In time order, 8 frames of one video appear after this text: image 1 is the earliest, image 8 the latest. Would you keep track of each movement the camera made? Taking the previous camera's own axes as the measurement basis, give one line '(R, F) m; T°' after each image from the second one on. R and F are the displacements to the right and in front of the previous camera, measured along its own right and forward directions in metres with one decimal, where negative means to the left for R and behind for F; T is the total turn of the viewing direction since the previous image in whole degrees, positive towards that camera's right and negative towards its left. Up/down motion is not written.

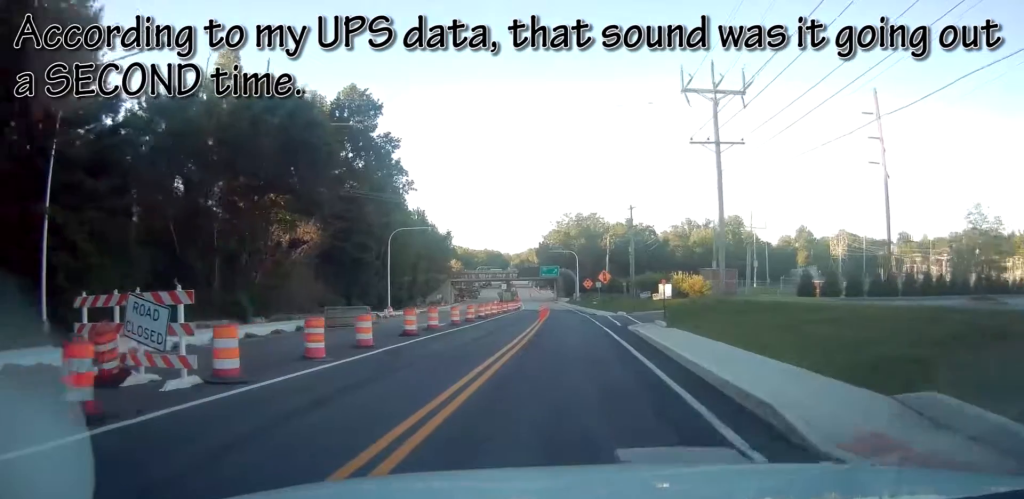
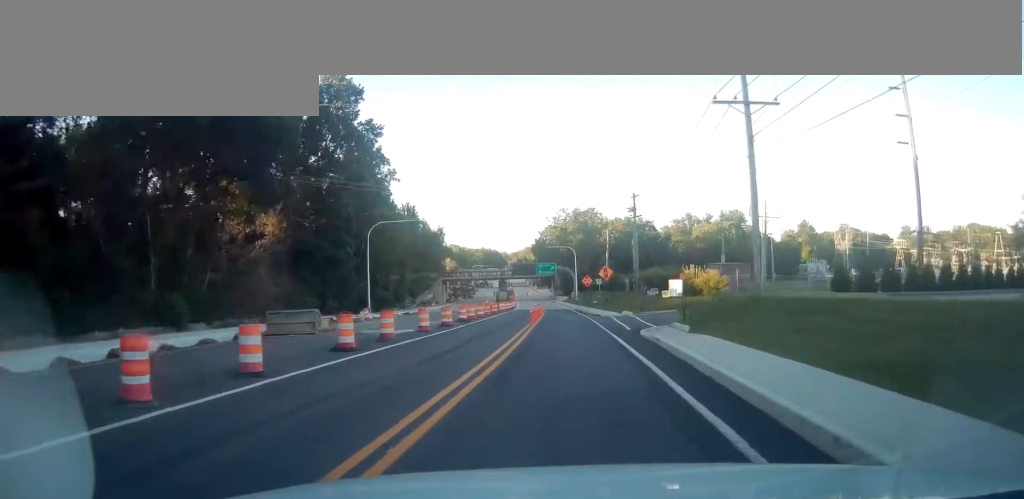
(0.0, +5.9) m; +1°
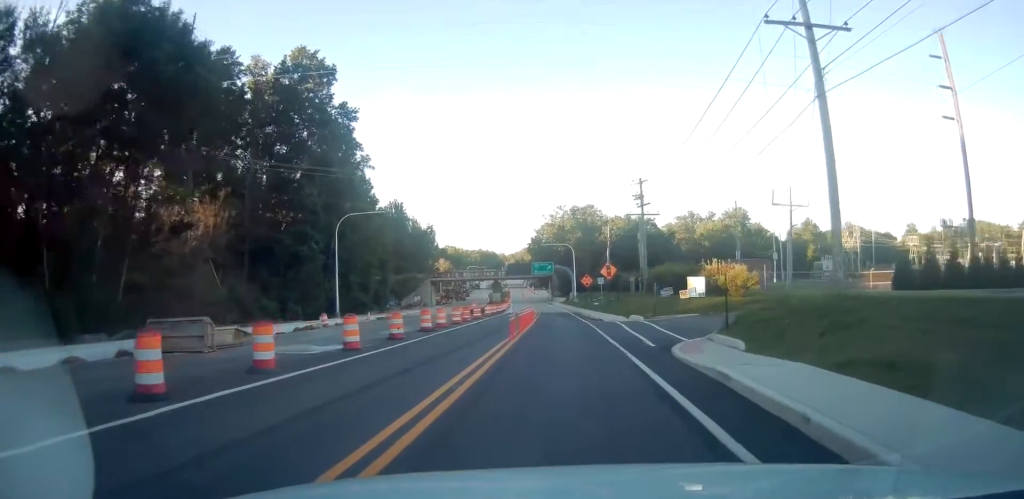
(-0.1, +7.4) m; +1°
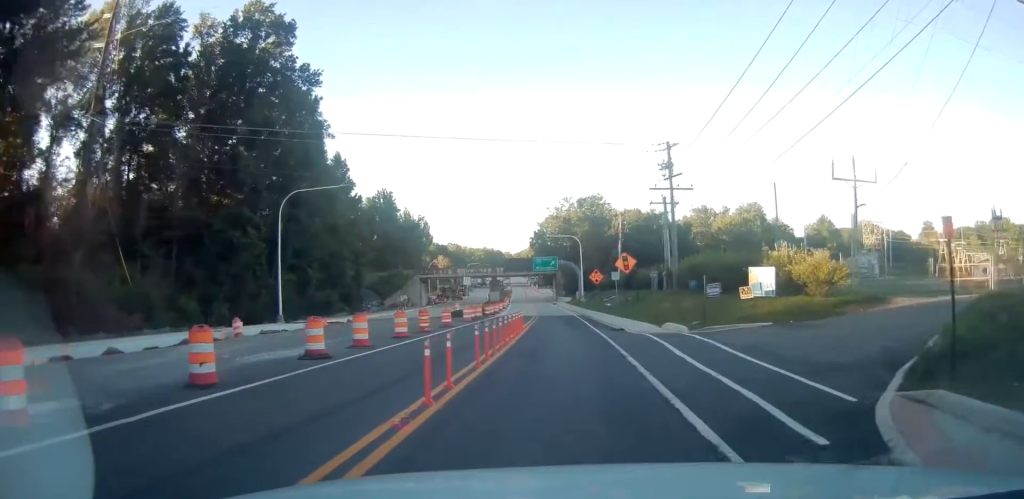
(+0.2, +11.9) m; 0°
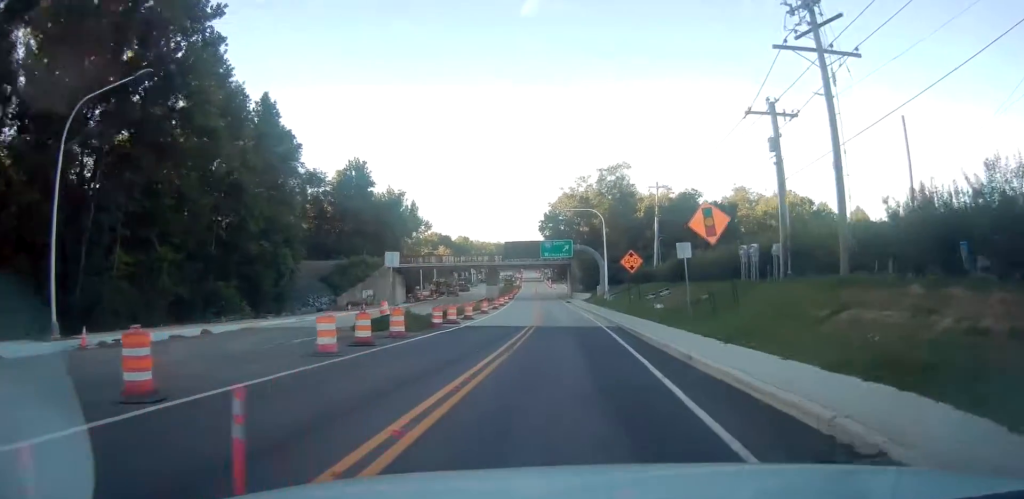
(-0.5, +22.6) m; -2°
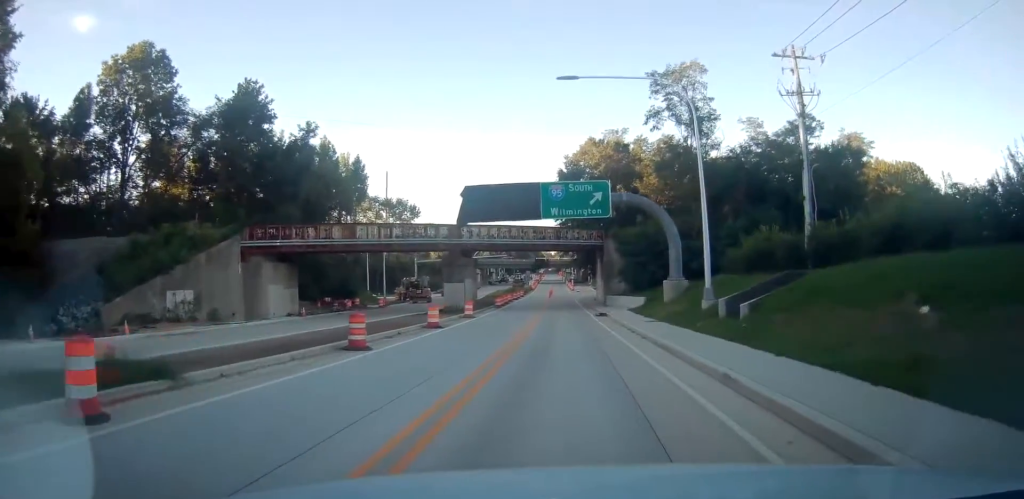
(-0.6, +37.6) m; -2°
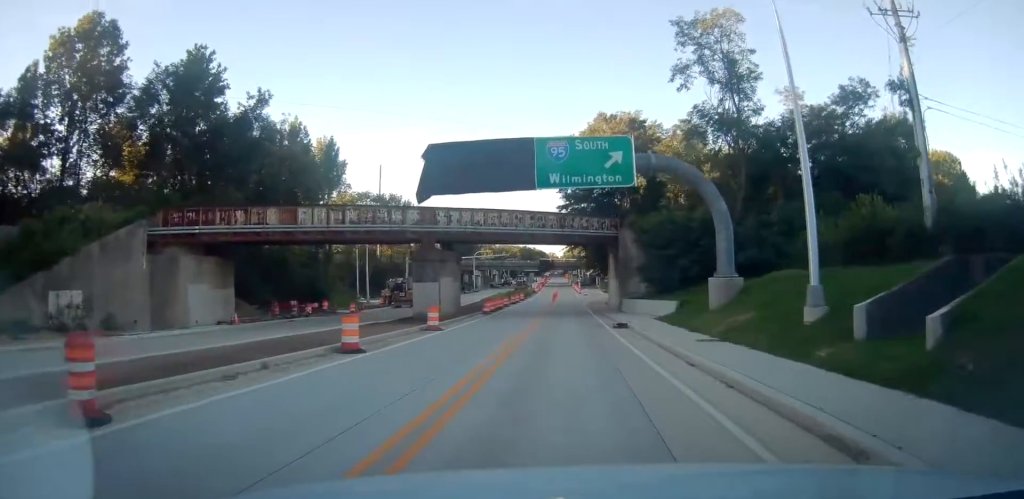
(-0.2, +10.0) m; -1°
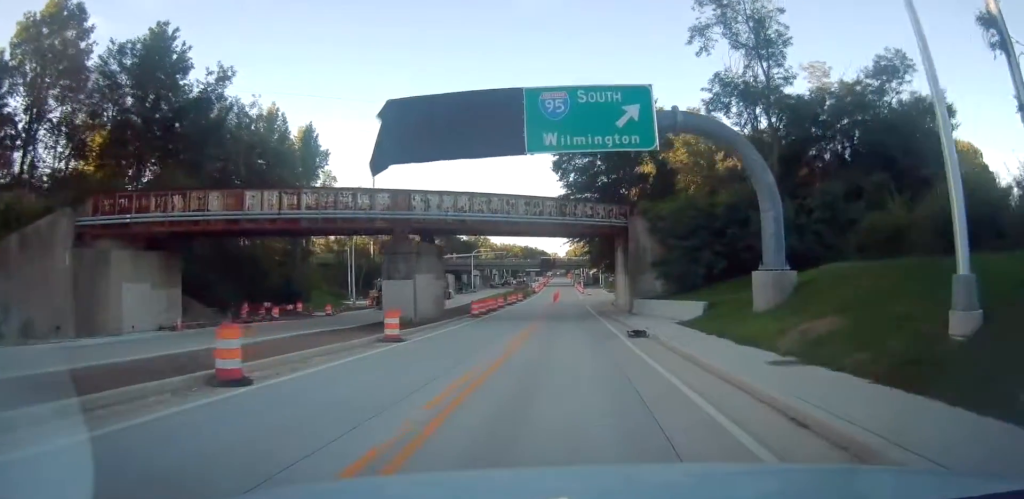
(0.0, +6.0) m; -1°
